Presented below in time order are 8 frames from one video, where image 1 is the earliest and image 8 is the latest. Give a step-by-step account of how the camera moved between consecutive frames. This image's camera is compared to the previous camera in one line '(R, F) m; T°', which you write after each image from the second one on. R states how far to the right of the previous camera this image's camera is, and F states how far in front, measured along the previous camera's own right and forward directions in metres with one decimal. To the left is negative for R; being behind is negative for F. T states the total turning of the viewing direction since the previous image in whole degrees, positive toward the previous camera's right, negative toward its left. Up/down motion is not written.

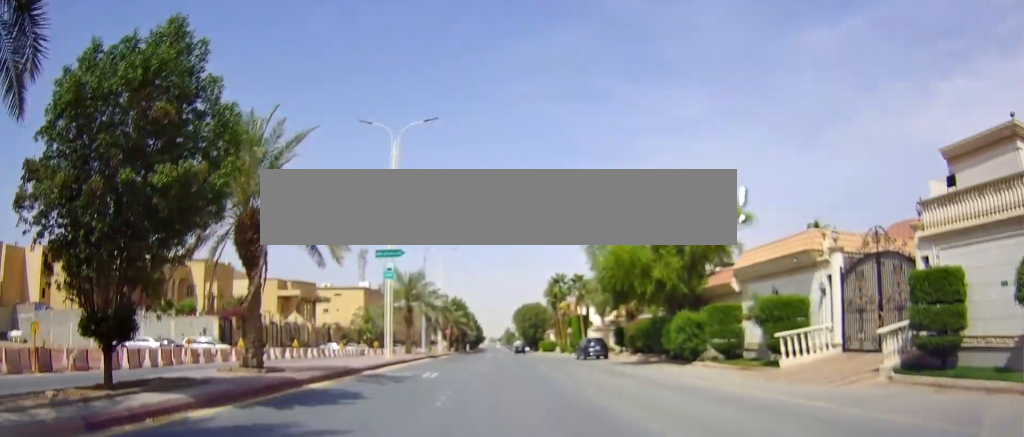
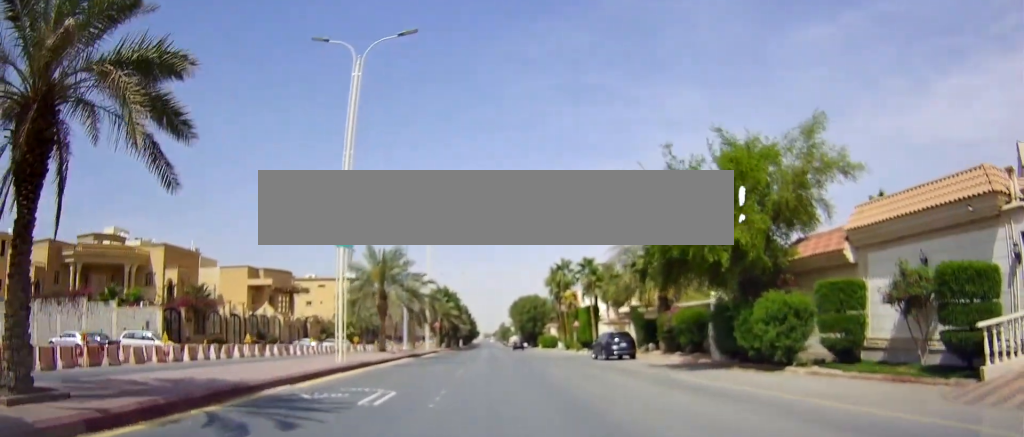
(+0.2, +9.2) m; -1°
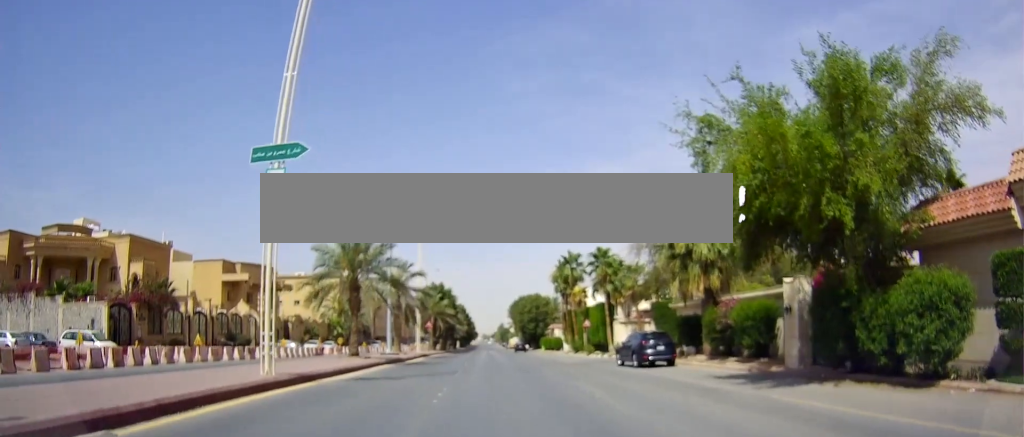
(-0.2, +7.3) m; -1°
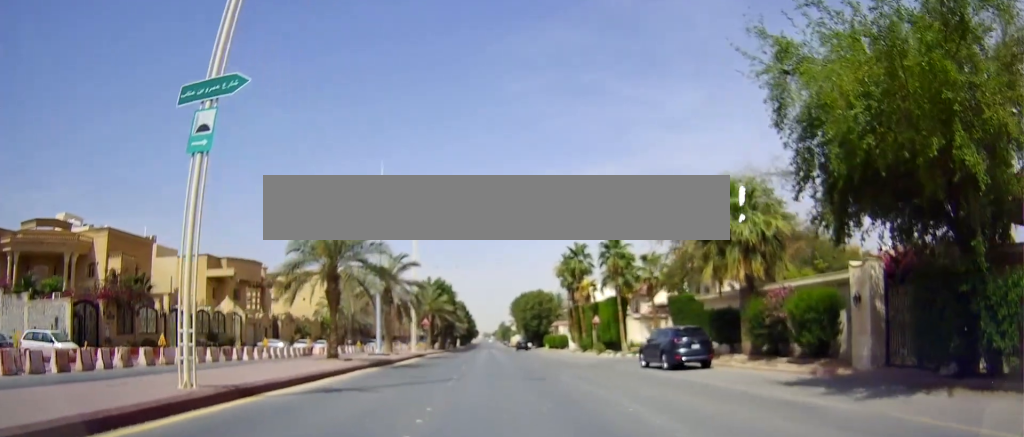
(0.0, +4.3) m; 0°
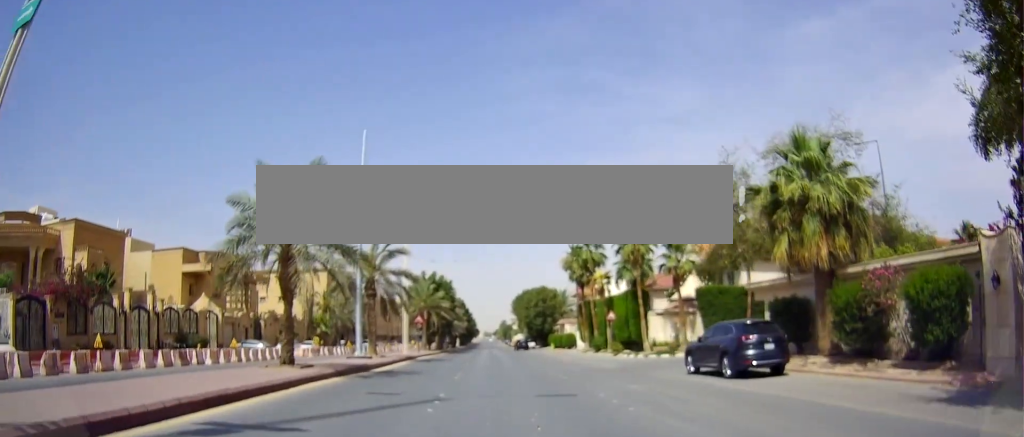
(+0.1, +5.9) m; +1°
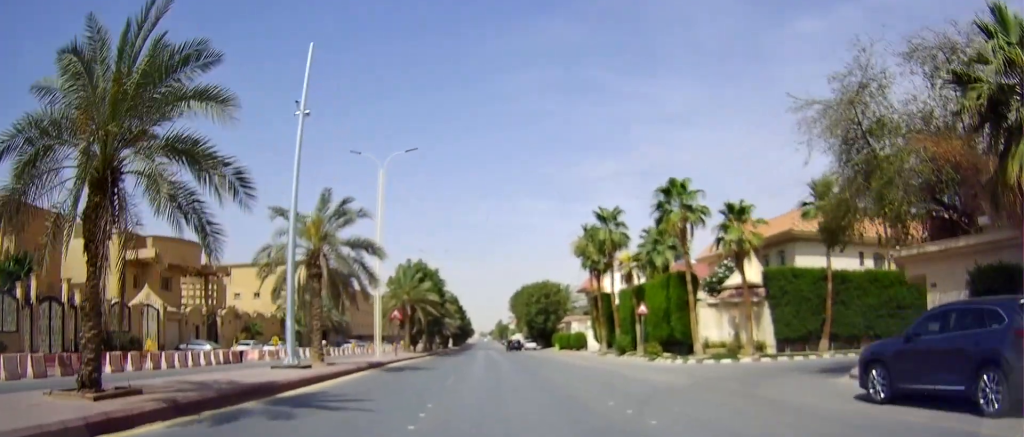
(+0.1, +10.4) m; +1°
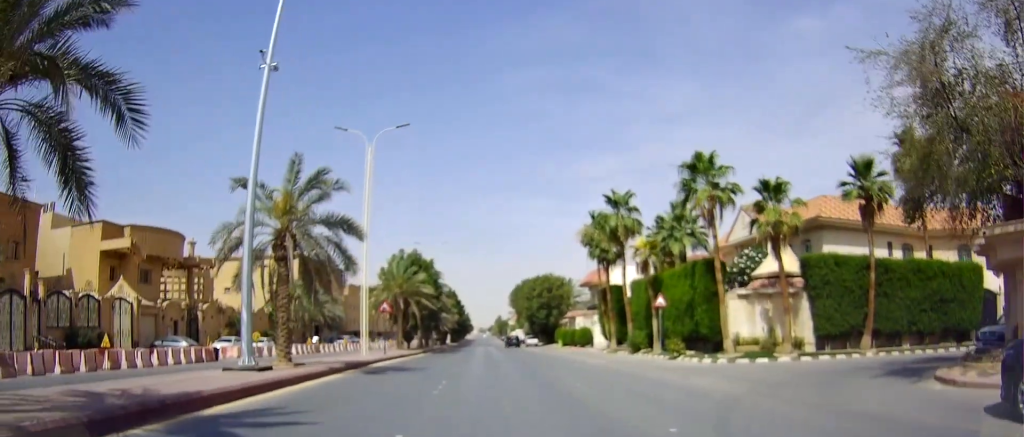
(0.0, +3.8) m; 0°
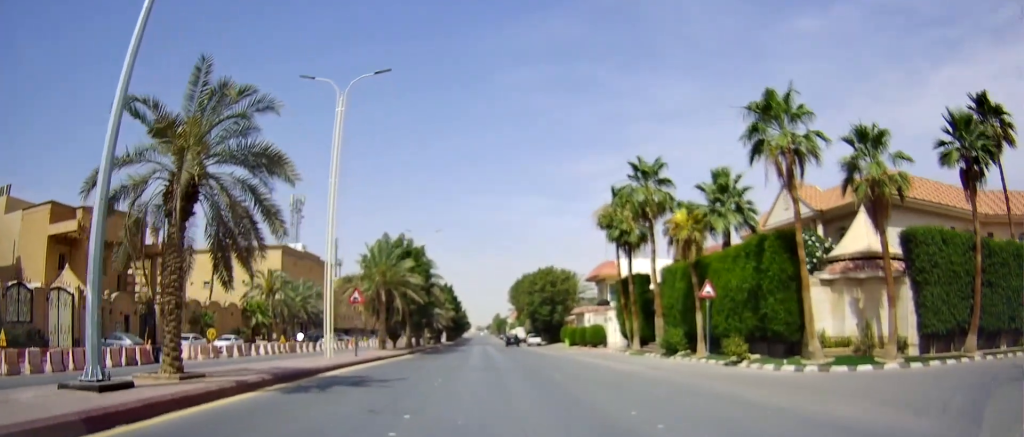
(0.0, +7.4) m; 0°
